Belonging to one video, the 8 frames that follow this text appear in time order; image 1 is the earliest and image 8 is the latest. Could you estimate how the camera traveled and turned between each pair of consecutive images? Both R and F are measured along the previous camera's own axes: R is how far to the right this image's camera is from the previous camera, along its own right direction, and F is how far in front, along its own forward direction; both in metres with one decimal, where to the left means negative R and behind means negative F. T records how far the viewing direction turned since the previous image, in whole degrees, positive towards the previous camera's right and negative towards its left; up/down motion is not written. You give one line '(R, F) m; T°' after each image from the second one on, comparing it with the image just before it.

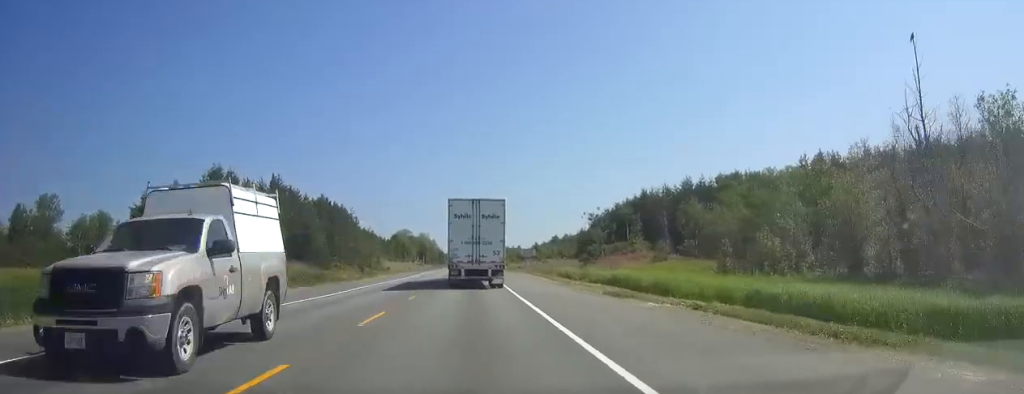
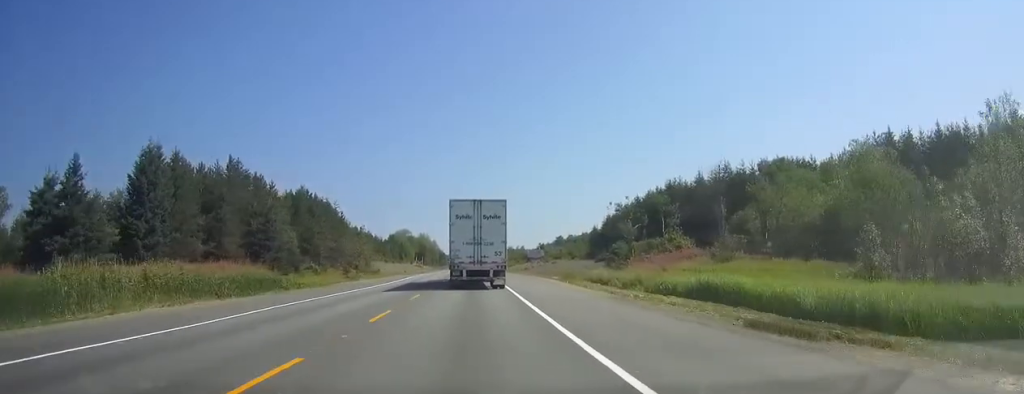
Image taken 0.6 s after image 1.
(0.0, +16.3) m; 0°
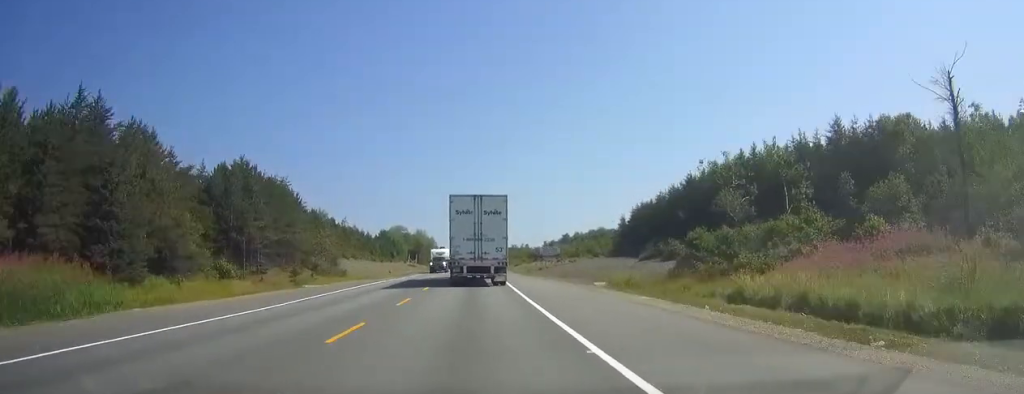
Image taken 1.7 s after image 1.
(0.0, +30.0) m; 0°
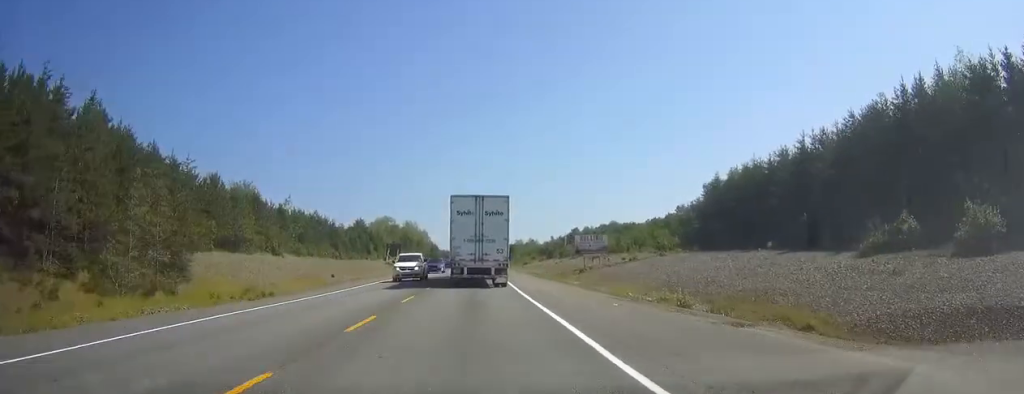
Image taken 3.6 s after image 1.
(0.0, +50.8) m; 0°
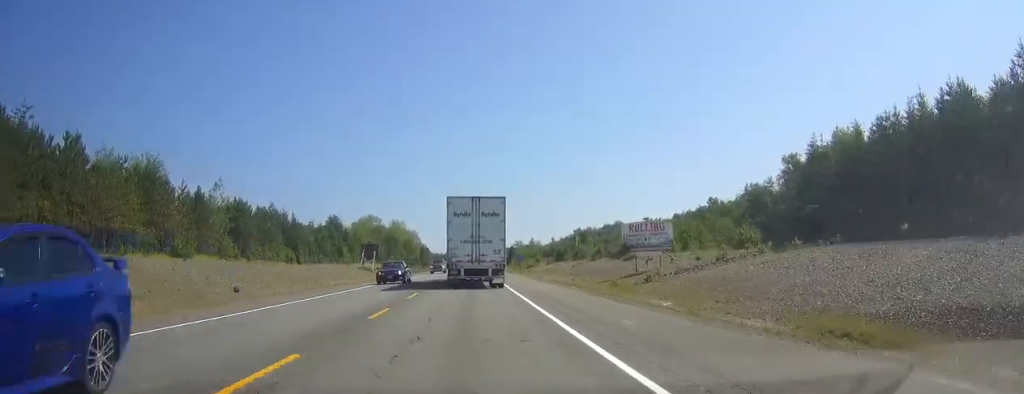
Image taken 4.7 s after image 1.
(-0.1, +31.7) m; 0°
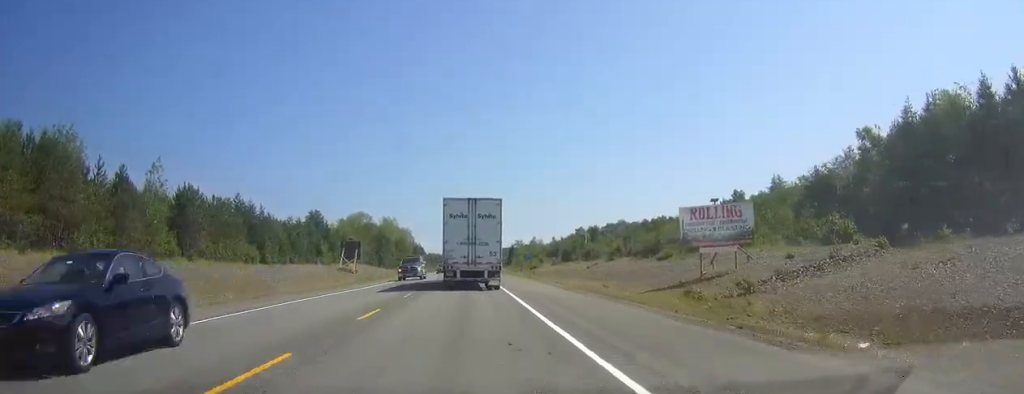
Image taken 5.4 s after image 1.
(0.0, +18.1) m; 0°
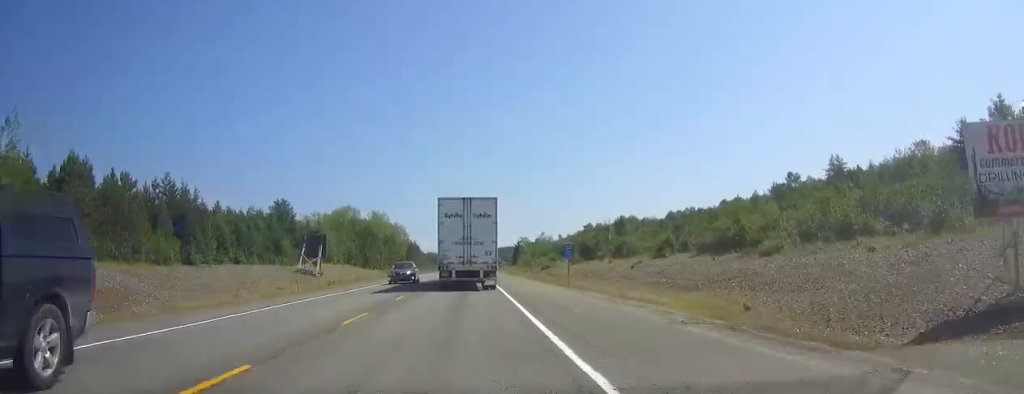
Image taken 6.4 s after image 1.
(+0.1, +27.2) m; 0°
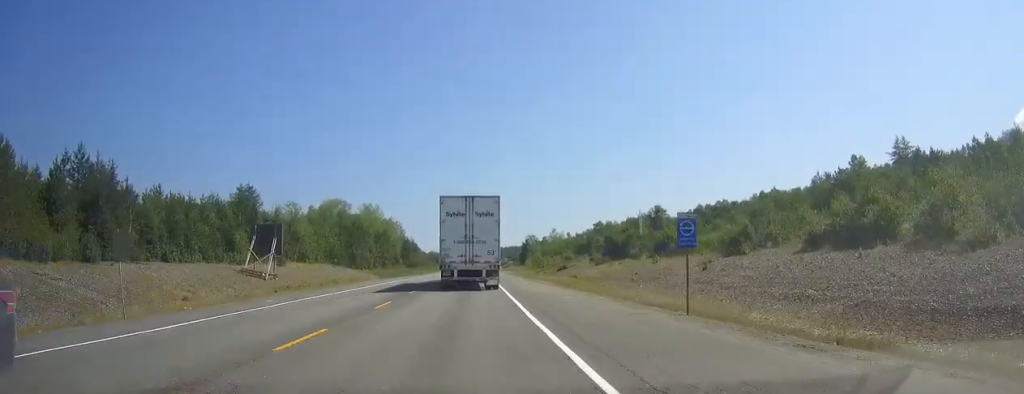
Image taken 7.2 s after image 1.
(0.0, +21.9) m; 0°
